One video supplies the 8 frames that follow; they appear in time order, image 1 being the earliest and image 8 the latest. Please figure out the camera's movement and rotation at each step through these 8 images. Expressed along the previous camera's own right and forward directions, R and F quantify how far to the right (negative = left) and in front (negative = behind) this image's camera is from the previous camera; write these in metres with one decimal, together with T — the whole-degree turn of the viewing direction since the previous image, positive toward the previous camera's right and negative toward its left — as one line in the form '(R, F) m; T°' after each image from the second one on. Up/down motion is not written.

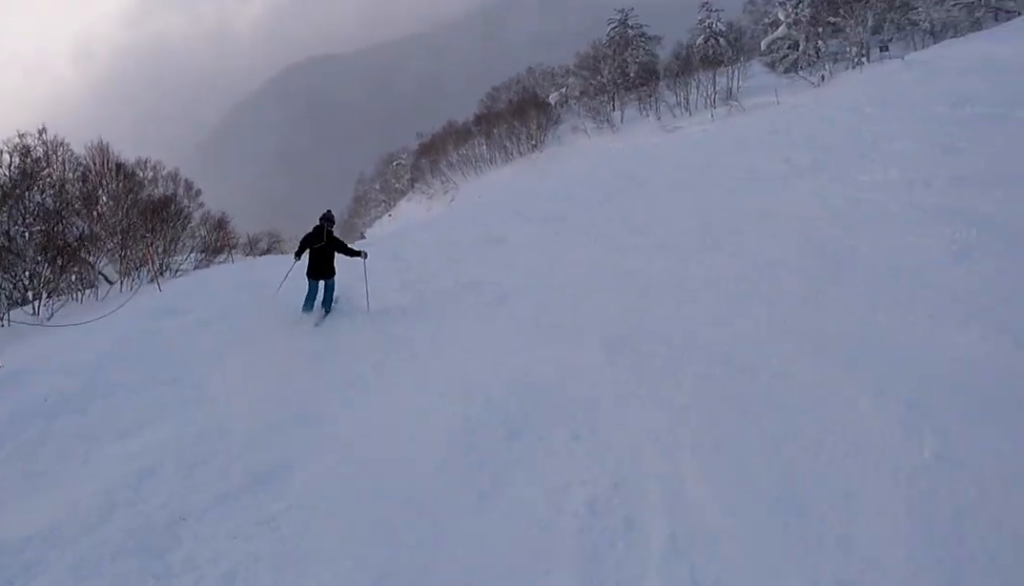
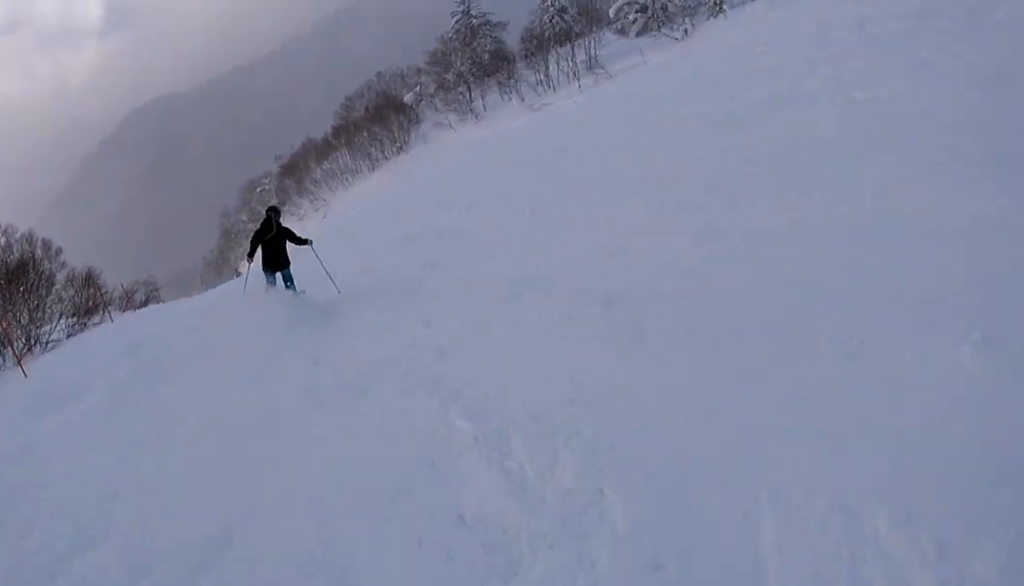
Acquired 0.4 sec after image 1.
(+0.3, +3.2) m; +8°
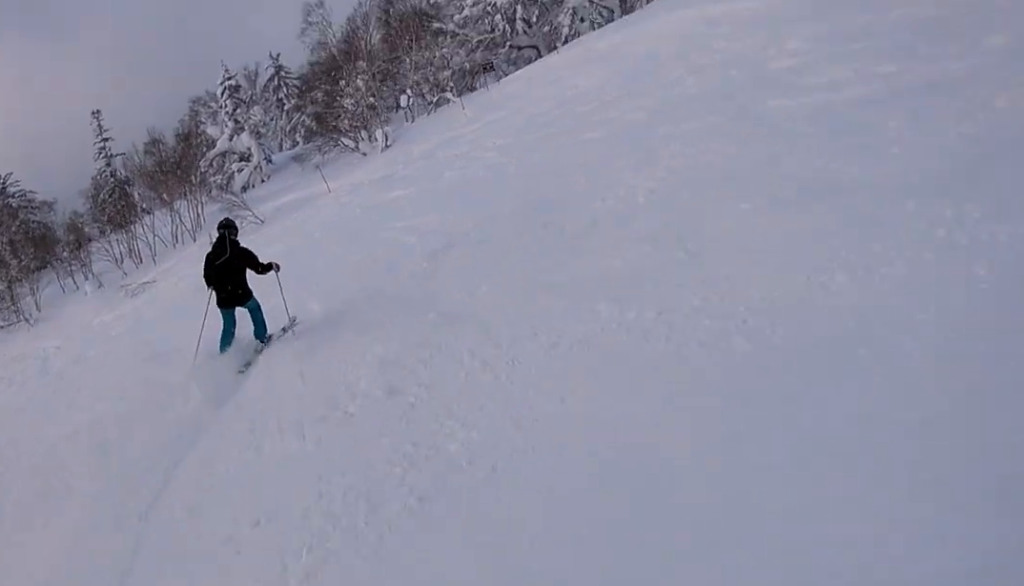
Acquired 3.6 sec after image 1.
(+7.7, +23.3) m; +39°
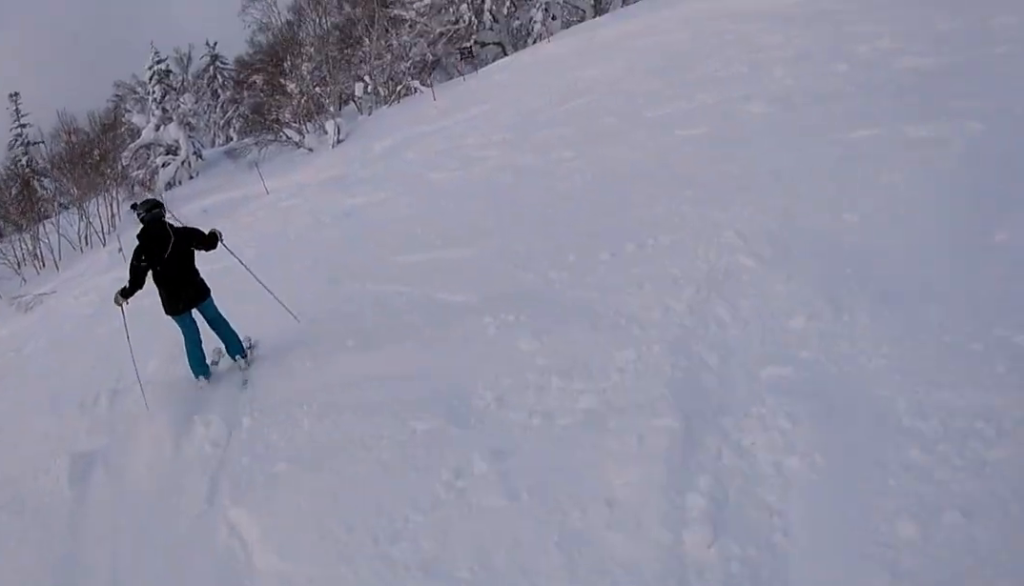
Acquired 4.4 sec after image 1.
(+0.5, +5.0) m; +3°
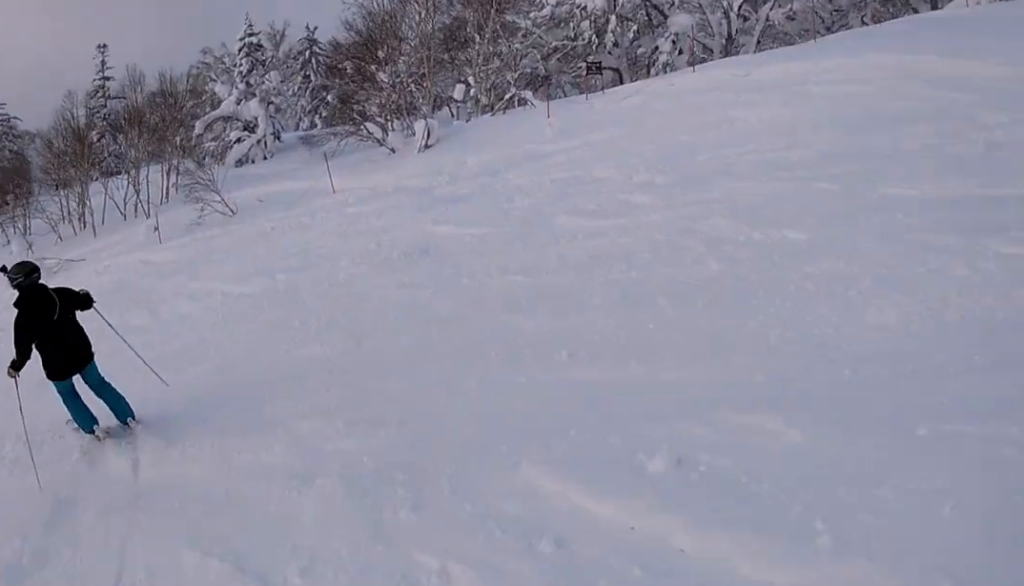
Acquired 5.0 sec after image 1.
(+0.2, +4.1) m; -19°
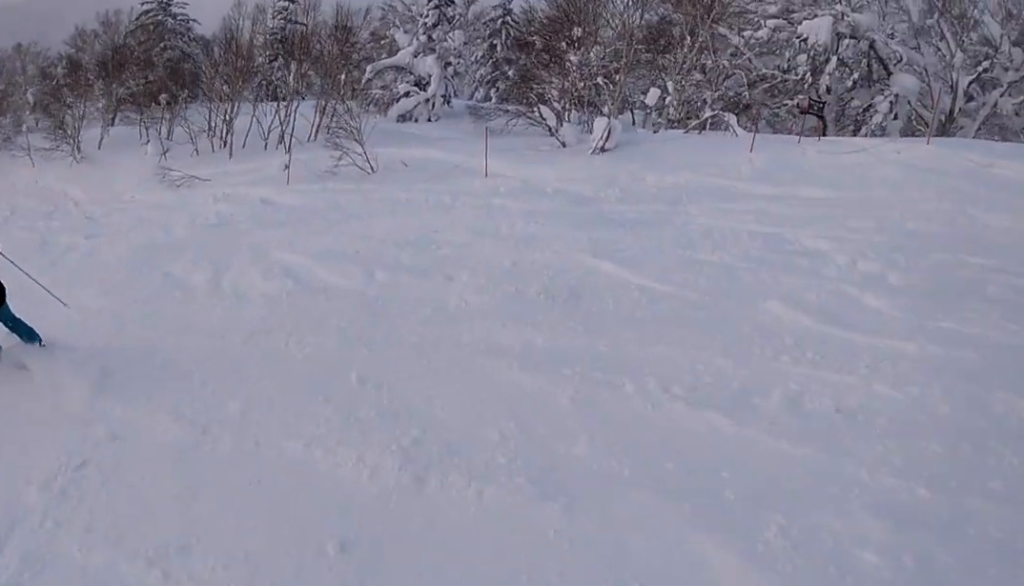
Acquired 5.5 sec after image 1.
(-0.3, +2.4) m; -18°
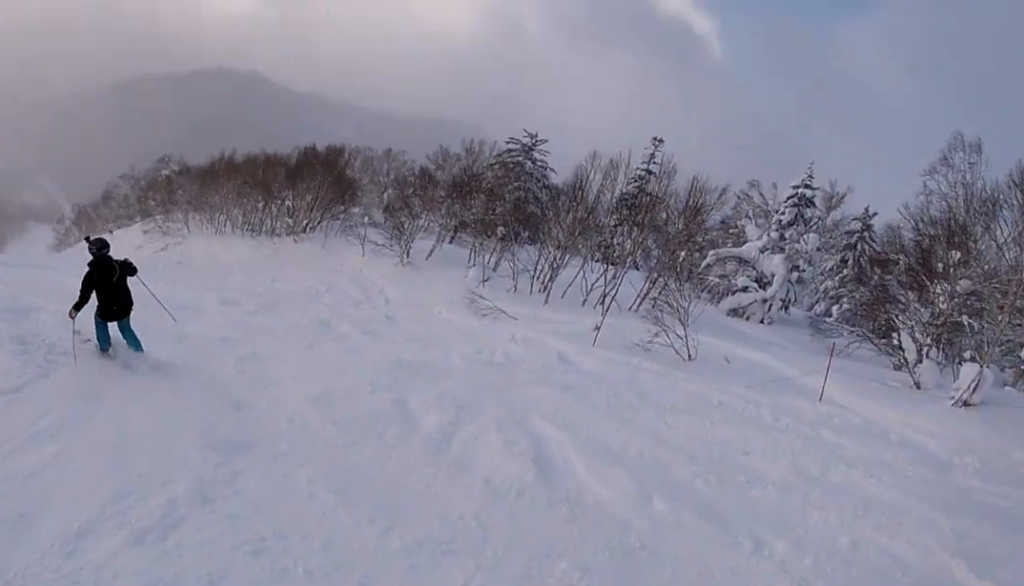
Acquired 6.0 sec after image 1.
(-1.0, +2.2) m; -20°
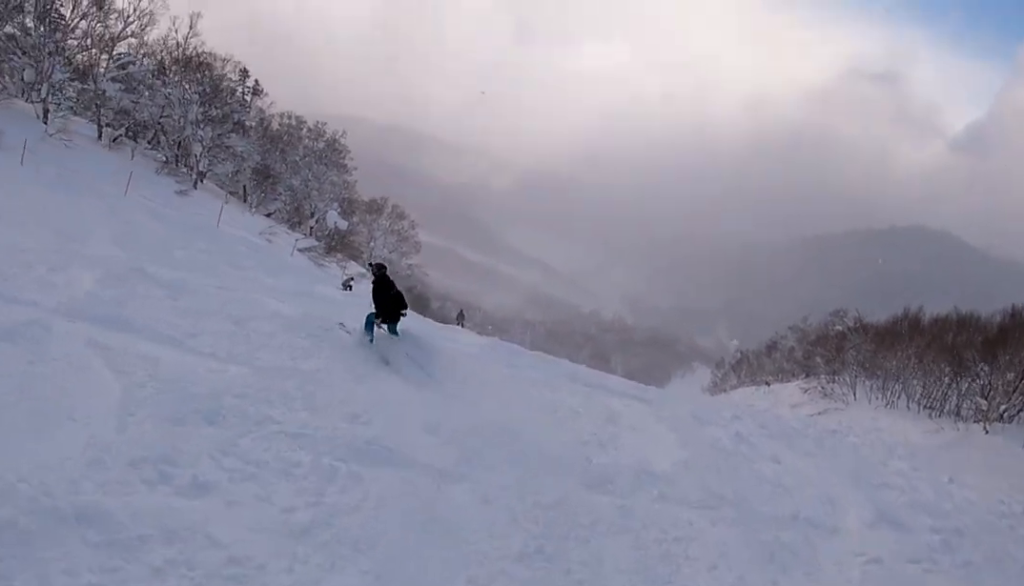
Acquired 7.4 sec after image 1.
(-2.3, +6.2) m; -46°
